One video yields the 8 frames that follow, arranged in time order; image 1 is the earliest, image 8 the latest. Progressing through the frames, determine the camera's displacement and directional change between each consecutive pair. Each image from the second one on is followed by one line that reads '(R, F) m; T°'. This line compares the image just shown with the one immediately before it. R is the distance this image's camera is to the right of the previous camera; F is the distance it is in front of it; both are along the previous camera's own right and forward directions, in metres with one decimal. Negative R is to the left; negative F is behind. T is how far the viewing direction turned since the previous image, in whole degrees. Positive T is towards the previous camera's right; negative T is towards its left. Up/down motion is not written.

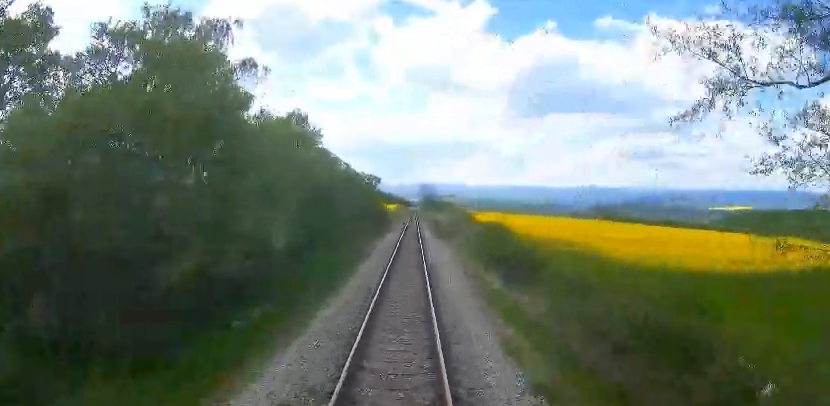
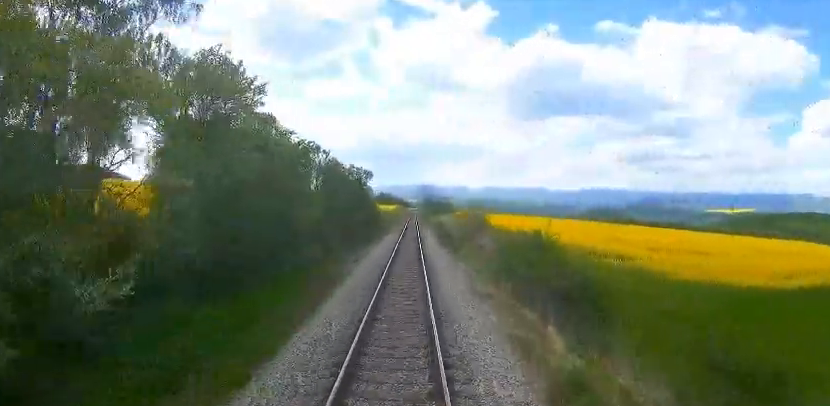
(0.0, +8.9) m; +2°
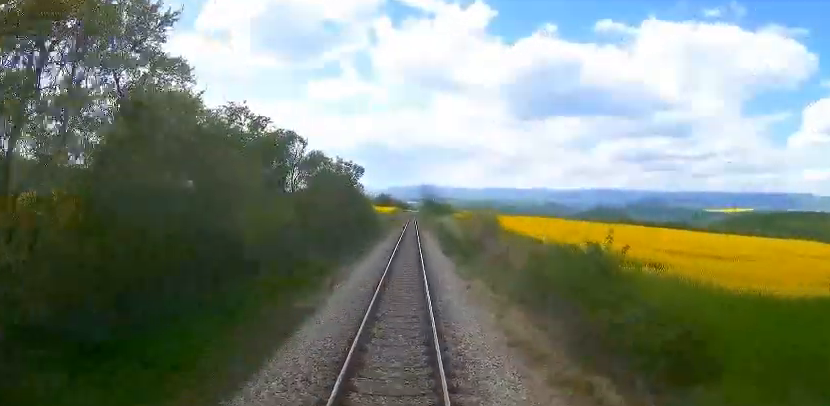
(+0.2, +5.9) m; +1°
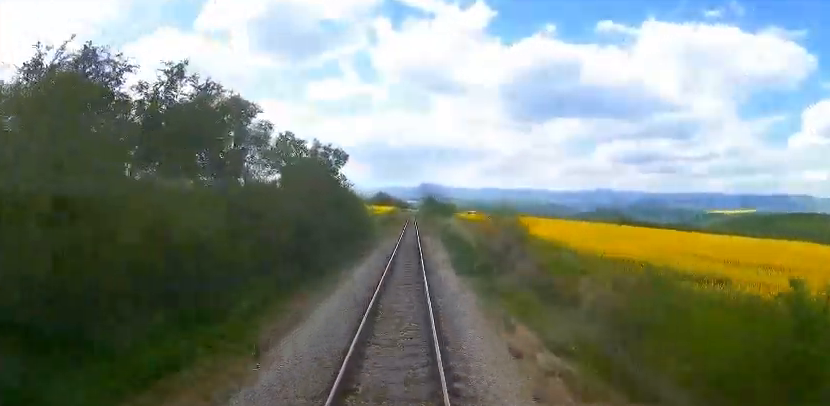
(+0.1, +8.0) m; 0°
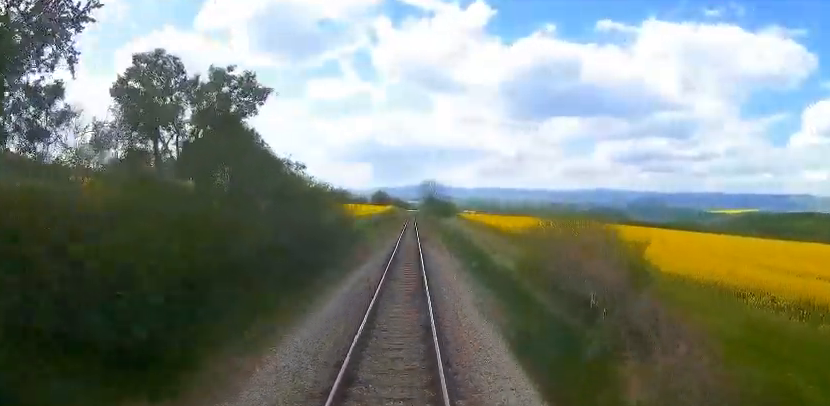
(-0.1, +13.3) m; -1°
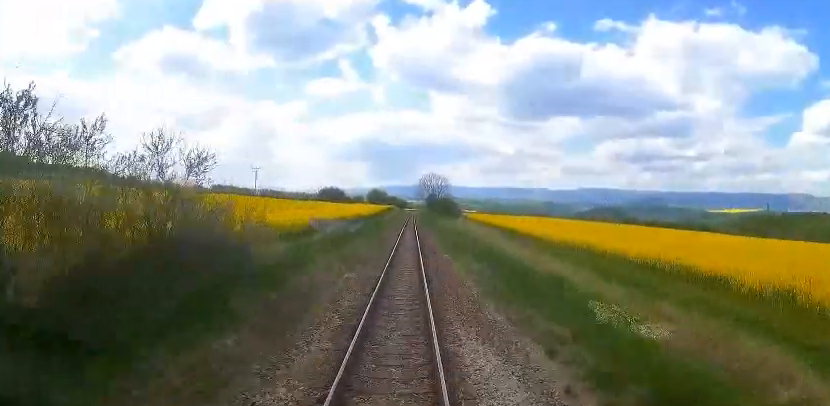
(-0.4, +19.2) m; -2°
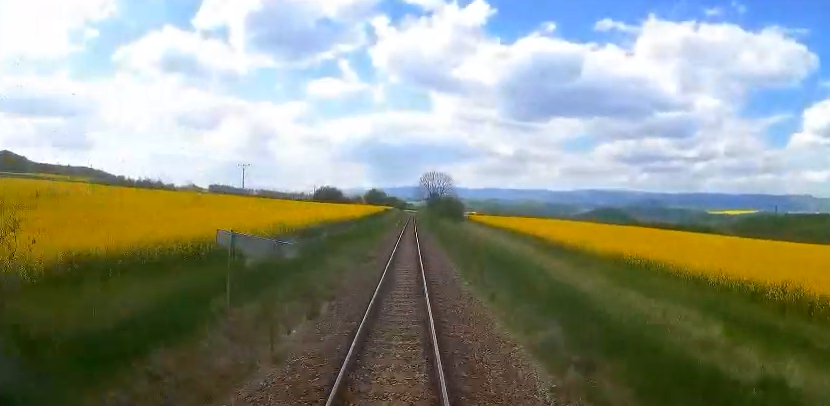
(+0.1, +8.9) m; +2°
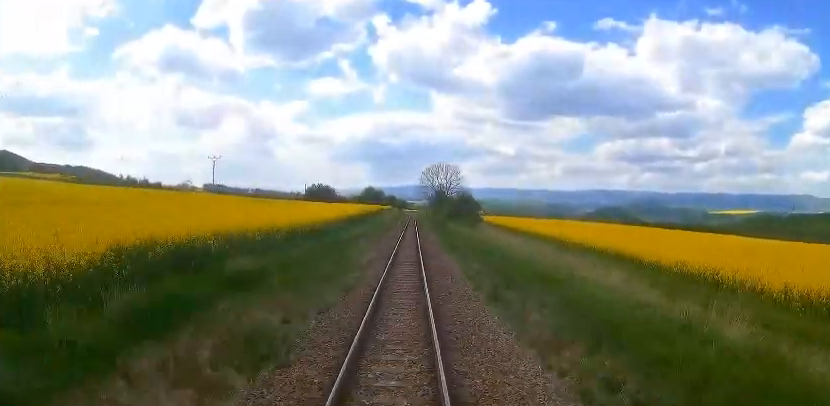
(+0.5, +17.3) m; 0°
